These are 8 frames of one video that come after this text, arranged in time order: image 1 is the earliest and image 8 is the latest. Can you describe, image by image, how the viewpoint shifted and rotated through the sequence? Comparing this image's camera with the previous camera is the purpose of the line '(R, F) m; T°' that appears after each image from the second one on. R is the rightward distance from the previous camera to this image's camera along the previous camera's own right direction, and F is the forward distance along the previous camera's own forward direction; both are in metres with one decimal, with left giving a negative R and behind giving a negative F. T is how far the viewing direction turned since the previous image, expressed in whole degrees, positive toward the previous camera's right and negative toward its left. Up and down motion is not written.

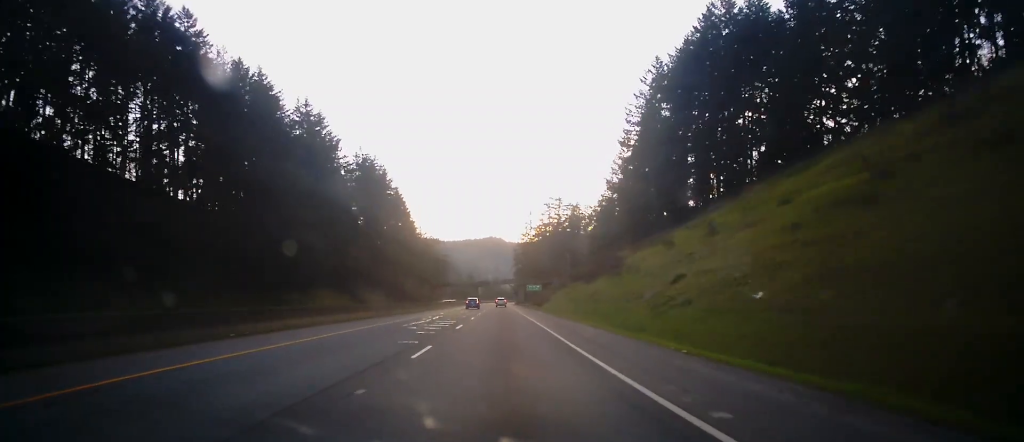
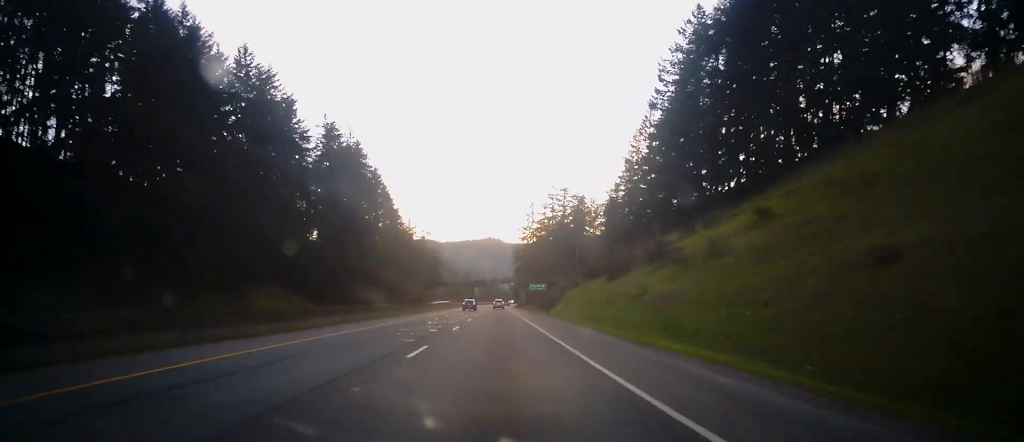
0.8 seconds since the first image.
(0.0, +24.4) m; 0°
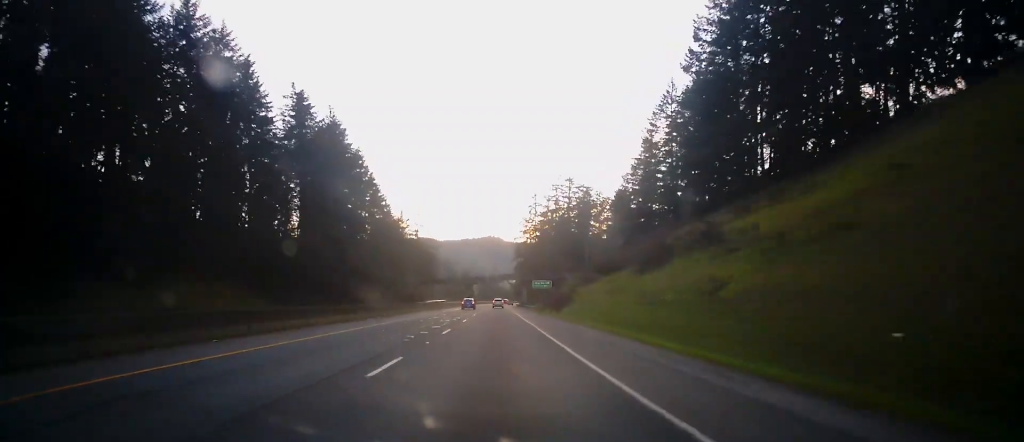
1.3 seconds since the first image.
(0.0, +17.0) m; 0°
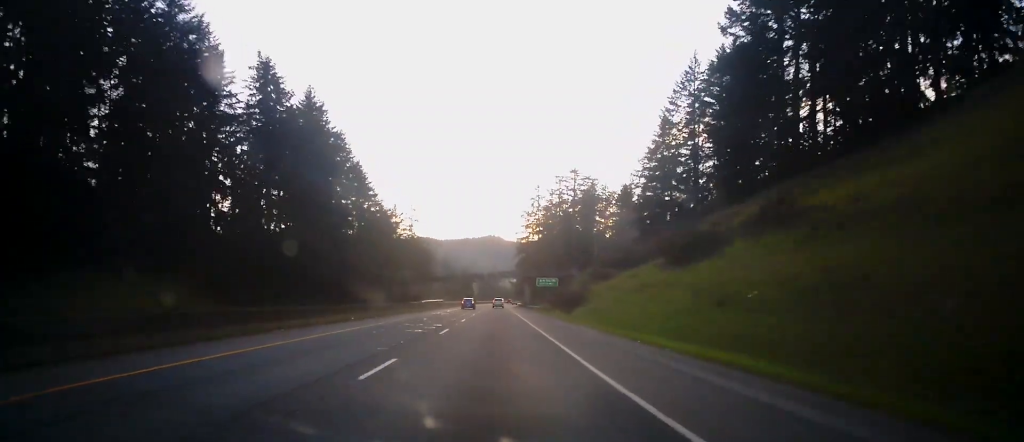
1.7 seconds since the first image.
(0.0, +12.7) m; 0°
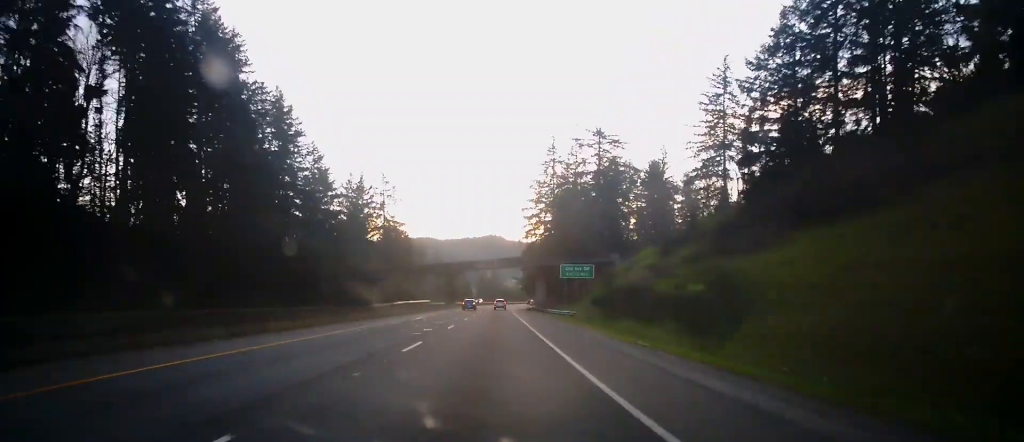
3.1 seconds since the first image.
(0.0, +44.2) m; 0°
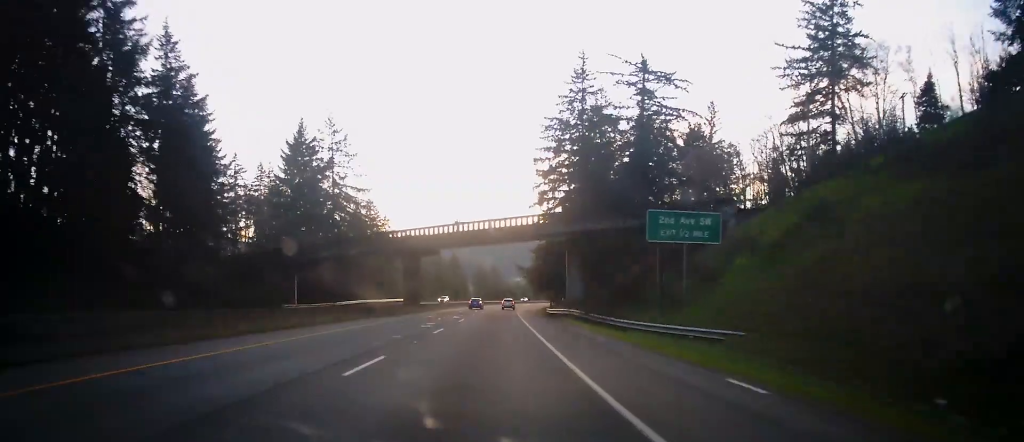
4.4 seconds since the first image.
(0.0, +42.0) m; 0°
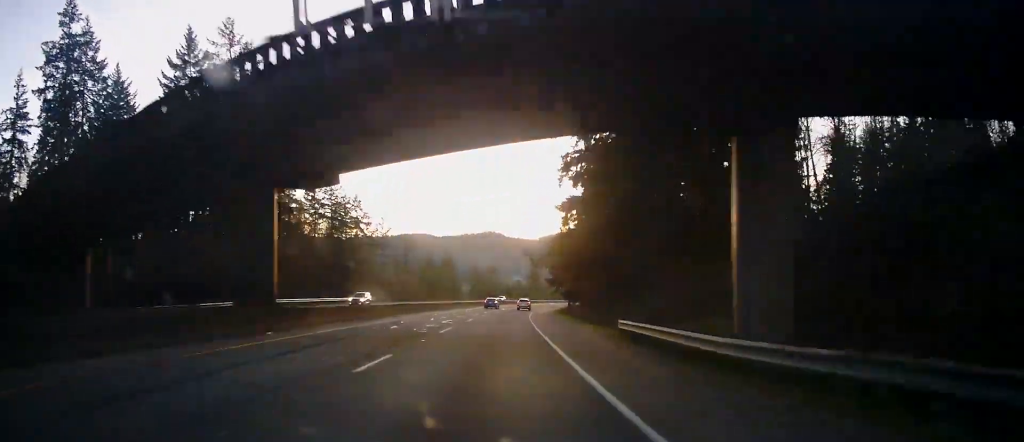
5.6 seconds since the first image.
(0.0, +36.3) m; 0°
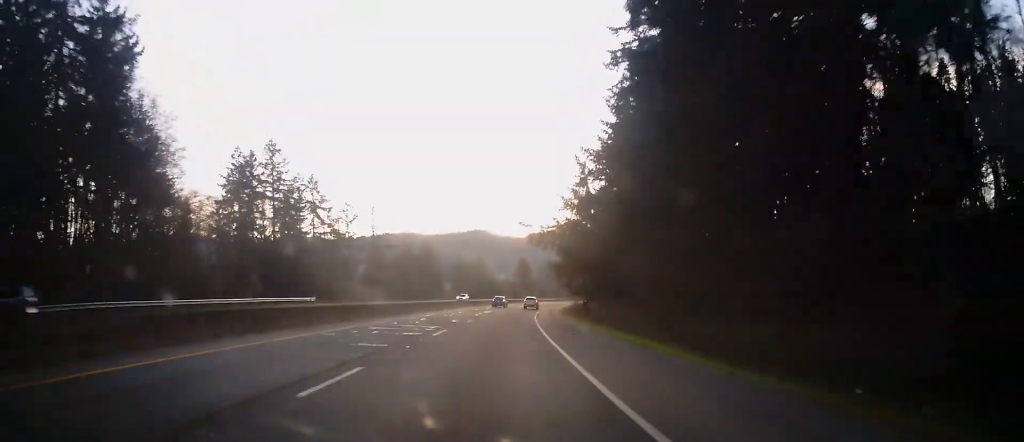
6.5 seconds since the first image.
(+0.1, +27.0) m; +1°
